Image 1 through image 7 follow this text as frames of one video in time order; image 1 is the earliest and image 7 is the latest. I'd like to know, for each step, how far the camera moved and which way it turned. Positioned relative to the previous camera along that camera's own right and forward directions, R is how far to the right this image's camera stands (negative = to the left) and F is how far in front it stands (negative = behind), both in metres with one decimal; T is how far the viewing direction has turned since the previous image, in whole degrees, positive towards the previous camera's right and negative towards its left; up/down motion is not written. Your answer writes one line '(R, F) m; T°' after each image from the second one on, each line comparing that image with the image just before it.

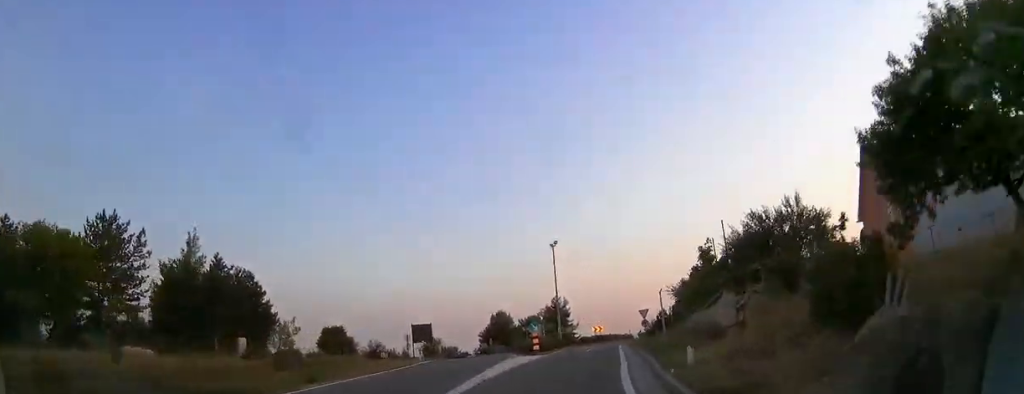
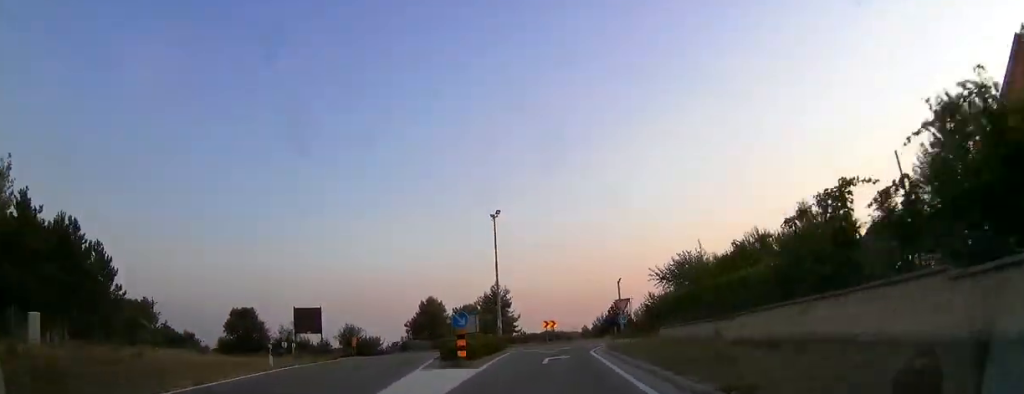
(+1.7, +12.5) m; +13°
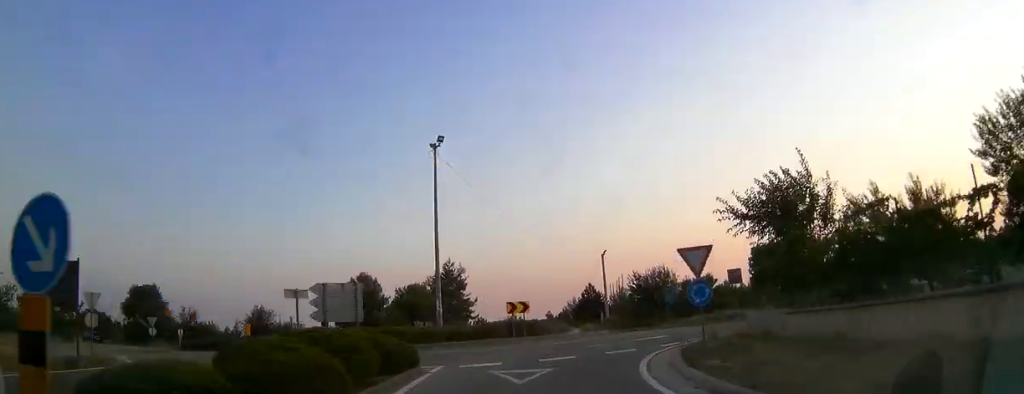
(+1.7, +15.9) m; +8°
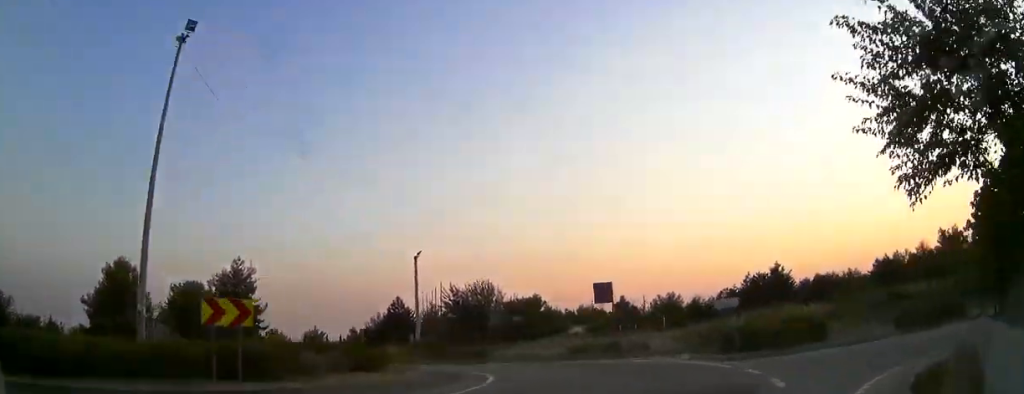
(+0.8, +13.8) m; +12°
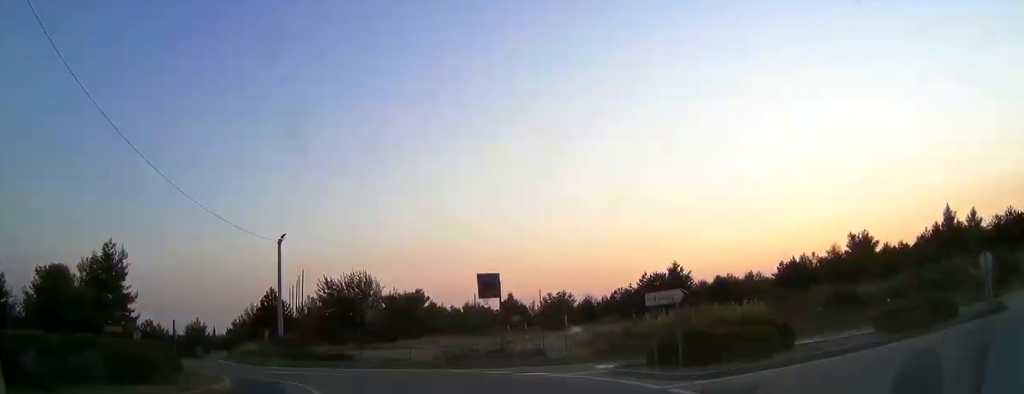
(+1.3, +5.2) m; +2°
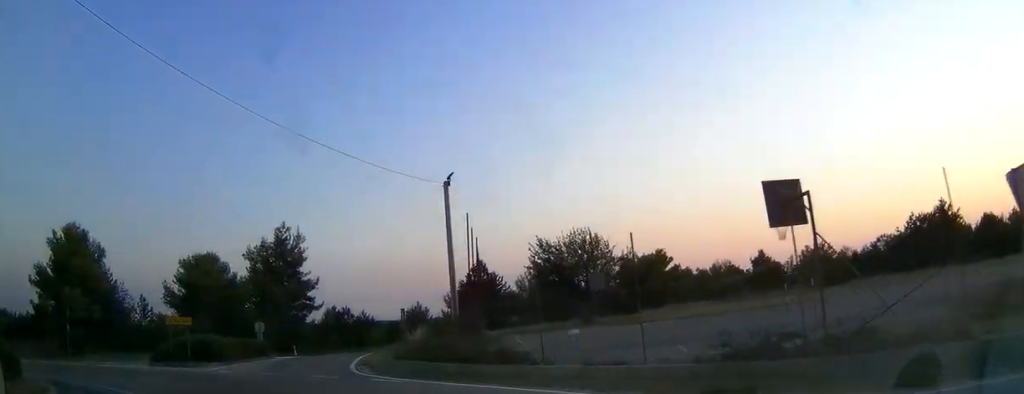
(-0.7, +12.9) m; -24°
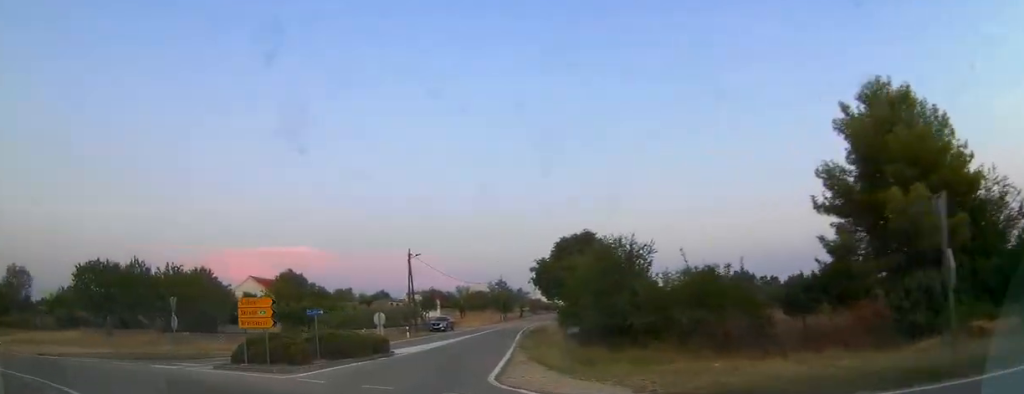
(-12.6, +16.3) m; -62°
